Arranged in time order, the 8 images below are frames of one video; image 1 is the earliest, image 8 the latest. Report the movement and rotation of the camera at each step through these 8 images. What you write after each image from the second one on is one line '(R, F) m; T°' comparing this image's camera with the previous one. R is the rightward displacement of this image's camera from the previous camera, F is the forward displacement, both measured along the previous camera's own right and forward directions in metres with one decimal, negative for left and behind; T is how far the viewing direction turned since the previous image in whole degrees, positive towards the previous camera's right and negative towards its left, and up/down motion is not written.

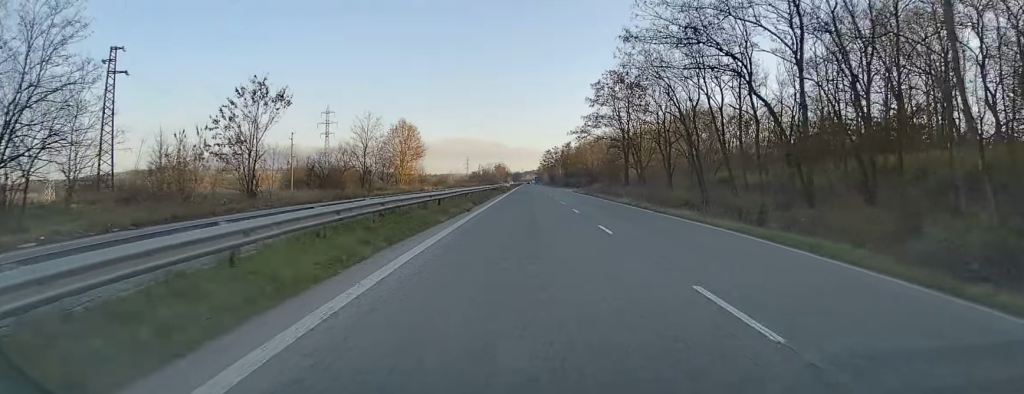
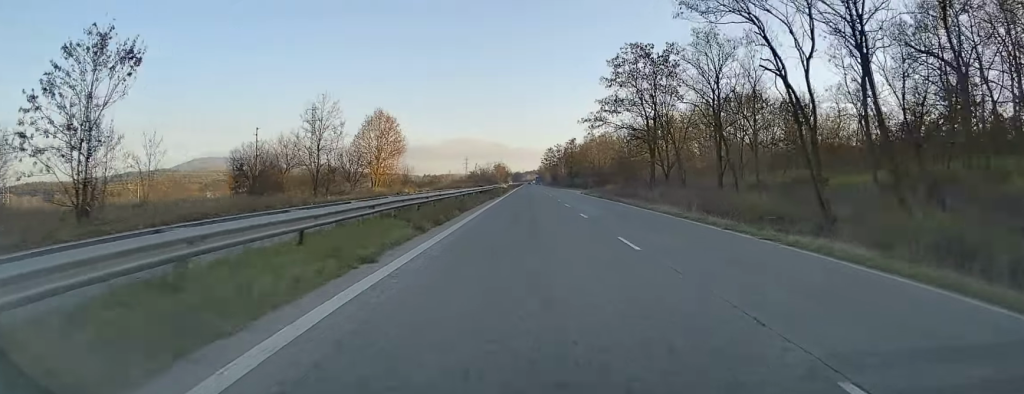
(0.0, +16.1) m; 0°
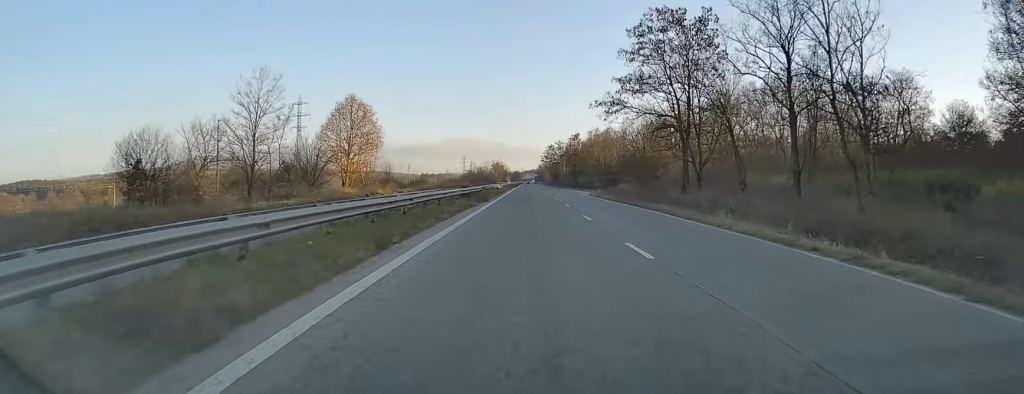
(0.0, +13.4) m; 0°
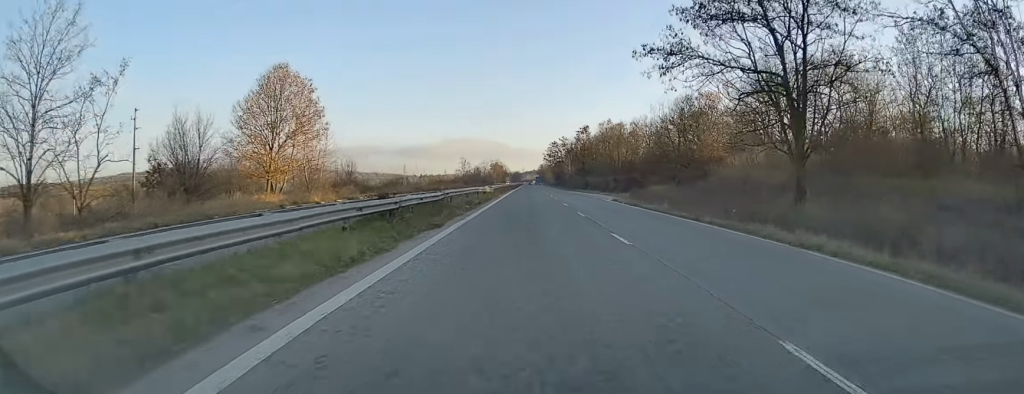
(0.0, +22.0) m; 0°
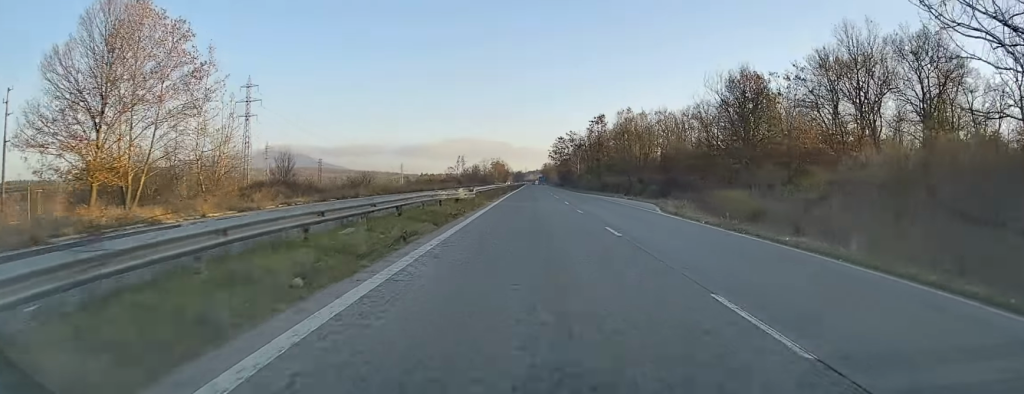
(0.0, +20.8) m; 0°
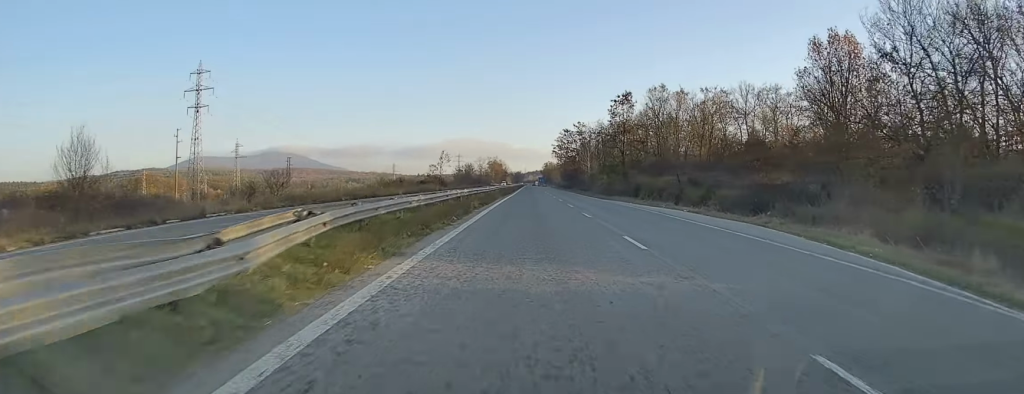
(0.0, +27.4) m; 0°
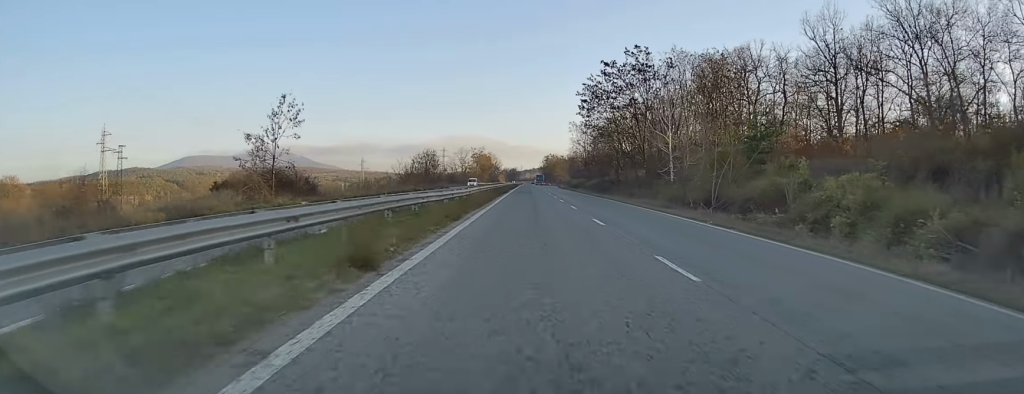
(-0.1, +77.9) m; 0°
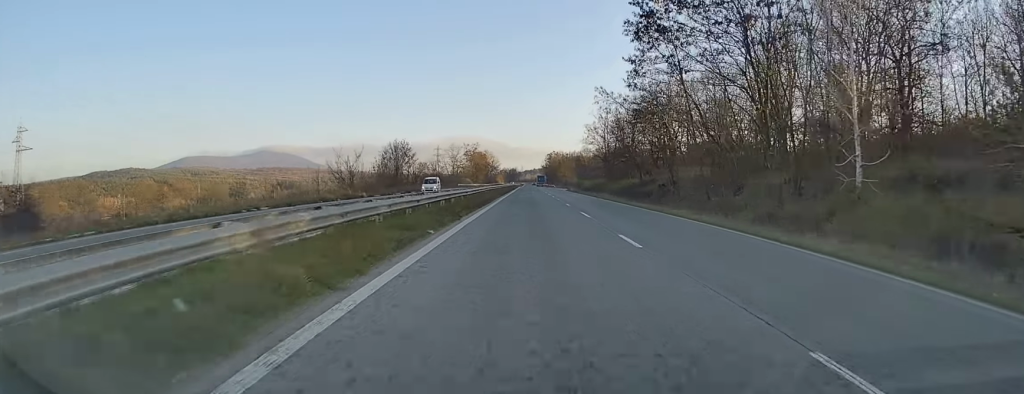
(+0.1, +31.1) m; 0°
